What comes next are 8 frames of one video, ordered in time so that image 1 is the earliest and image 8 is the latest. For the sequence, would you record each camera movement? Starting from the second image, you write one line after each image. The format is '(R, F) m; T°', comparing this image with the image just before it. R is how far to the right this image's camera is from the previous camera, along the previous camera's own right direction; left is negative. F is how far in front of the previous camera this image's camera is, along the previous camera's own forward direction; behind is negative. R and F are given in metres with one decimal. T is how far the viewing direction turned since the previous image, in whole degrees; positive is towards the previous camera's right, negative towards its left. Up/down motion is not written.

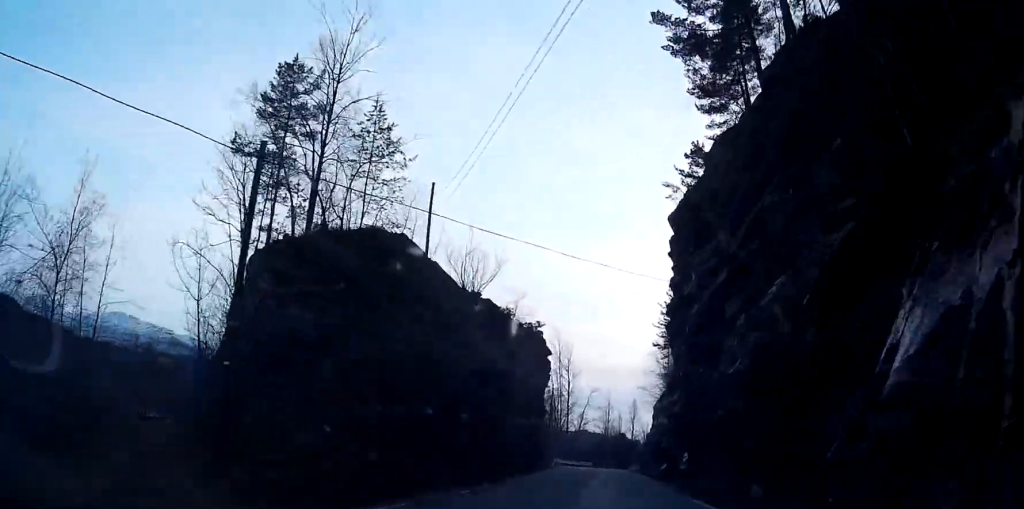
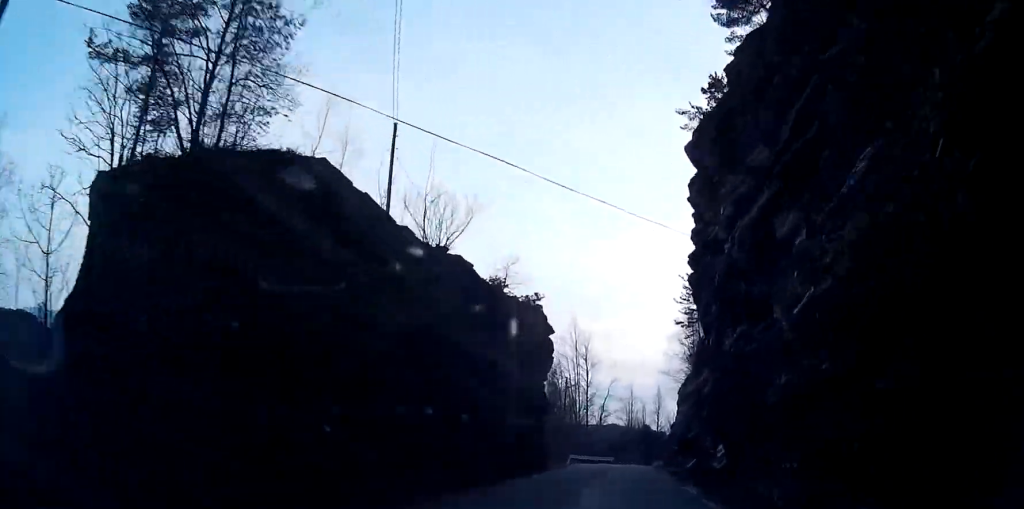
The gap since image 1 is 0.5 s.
(-0.2, +7.9) m; -1°
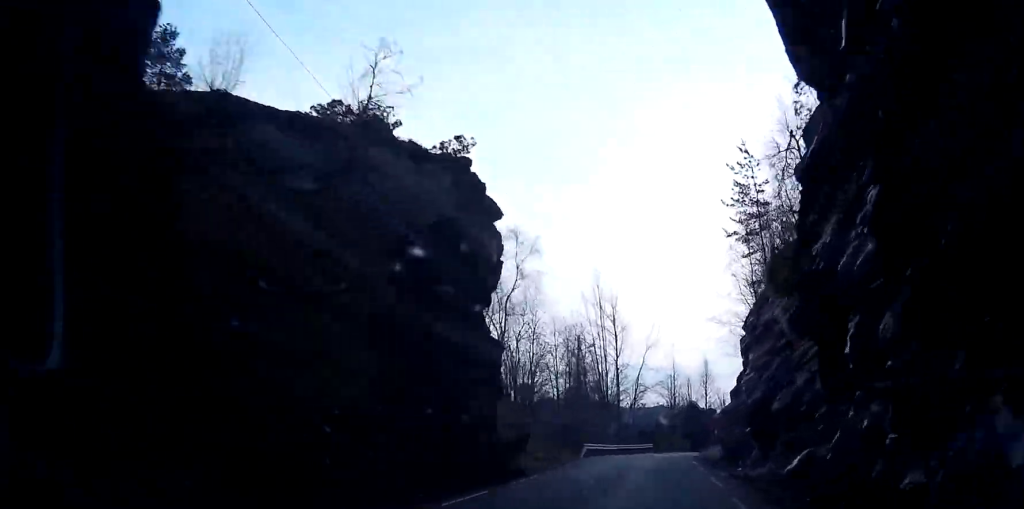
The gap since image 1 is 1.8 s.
(-0.5, +20.1) m; -2°
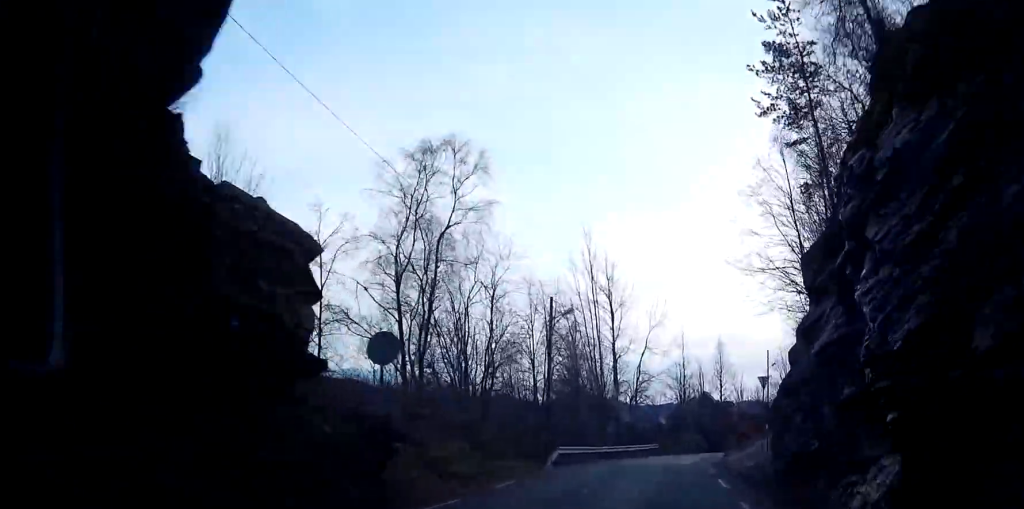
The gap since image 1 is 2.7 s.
(+0.1, +14.8) m; 0°
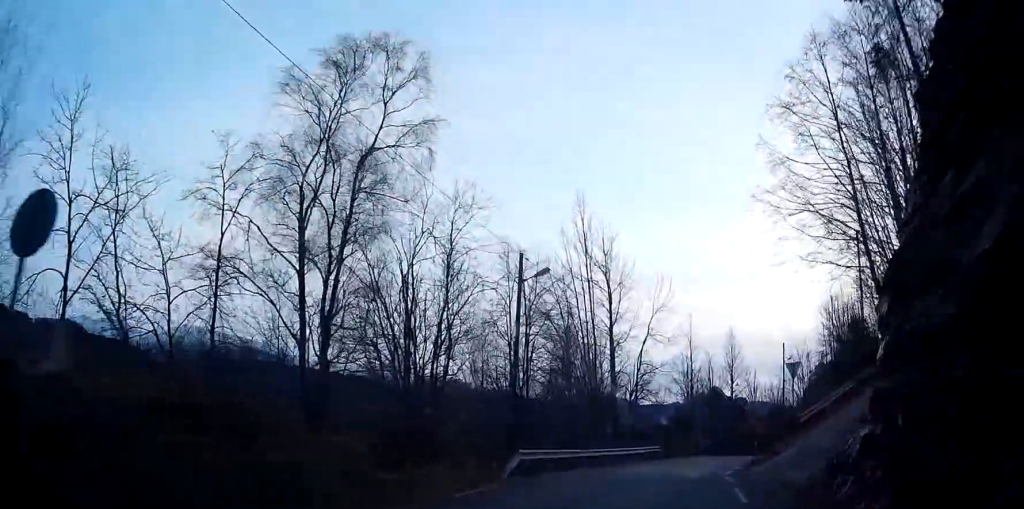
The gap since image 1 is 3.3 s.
(0.0, +9.5) m; 0°
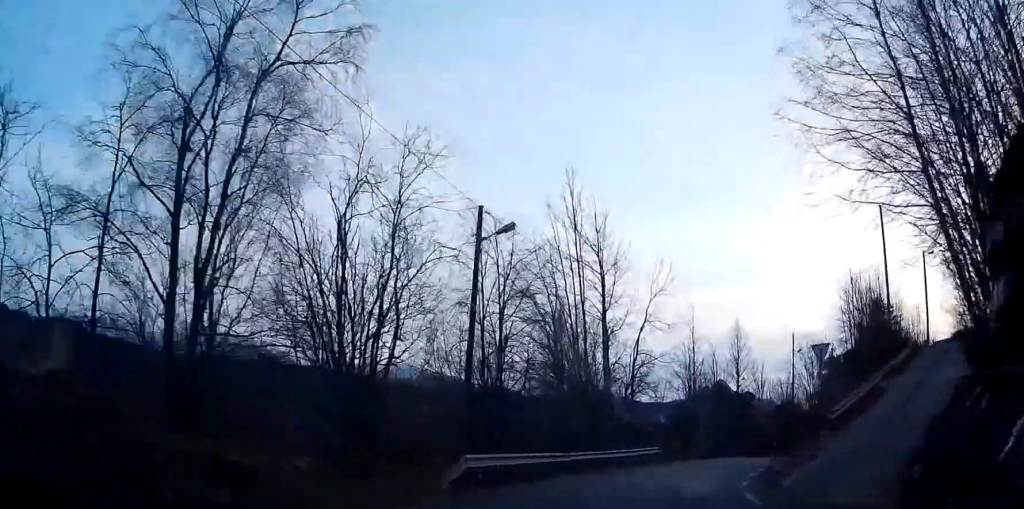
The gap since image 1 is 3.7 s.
(0.0, +6.9) m; 0°
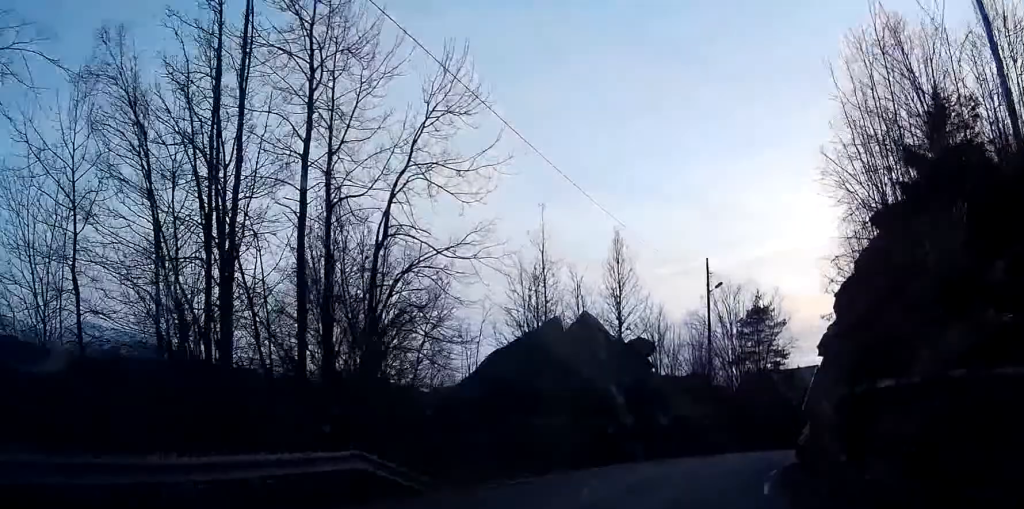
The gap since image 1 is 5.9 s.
(+1.2, +30.2) m; +7°
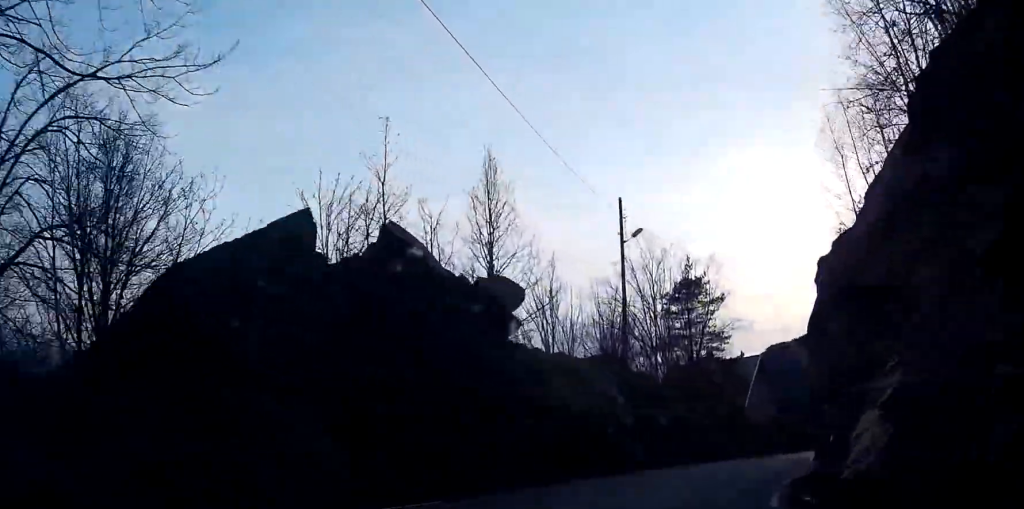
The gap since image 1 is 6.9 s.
(+0.6, +13.7) m; +6°
